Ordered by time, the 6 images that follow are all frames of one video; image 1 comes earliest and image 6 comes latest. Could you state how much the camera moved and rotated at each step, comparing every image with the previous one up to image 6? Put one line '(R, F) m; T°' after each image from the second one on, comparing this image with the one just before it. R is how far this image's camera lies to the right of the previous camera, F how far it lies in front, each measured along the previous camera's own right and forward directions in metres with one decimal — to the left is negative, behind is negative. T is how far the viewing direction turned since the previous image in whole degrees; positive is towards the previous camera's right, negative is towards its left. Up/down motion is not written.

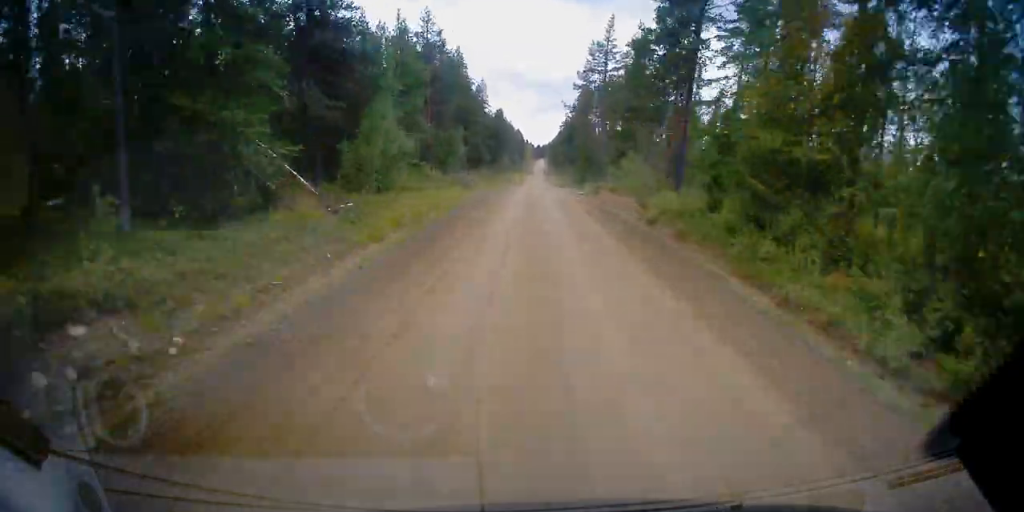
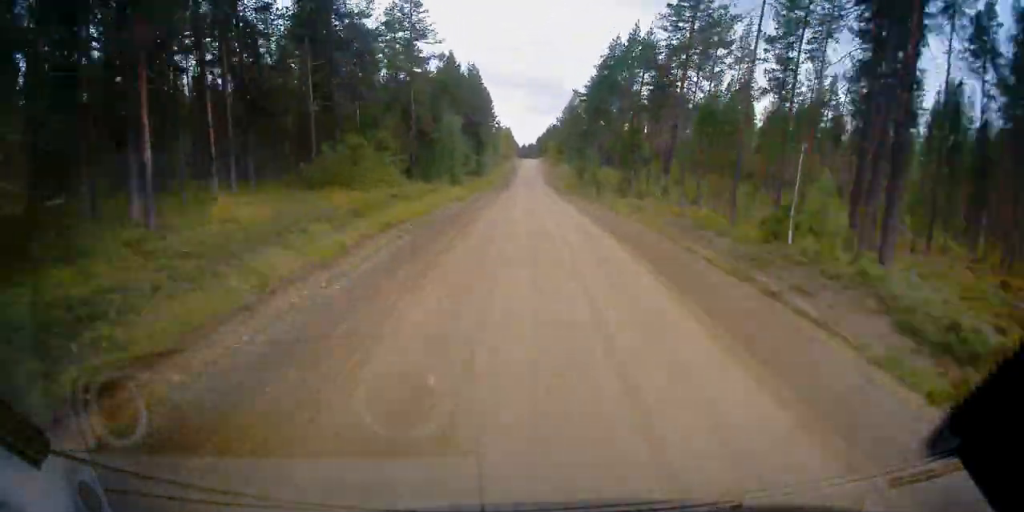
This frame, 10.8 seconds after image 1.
(+1.9, +153.0) m; +1°
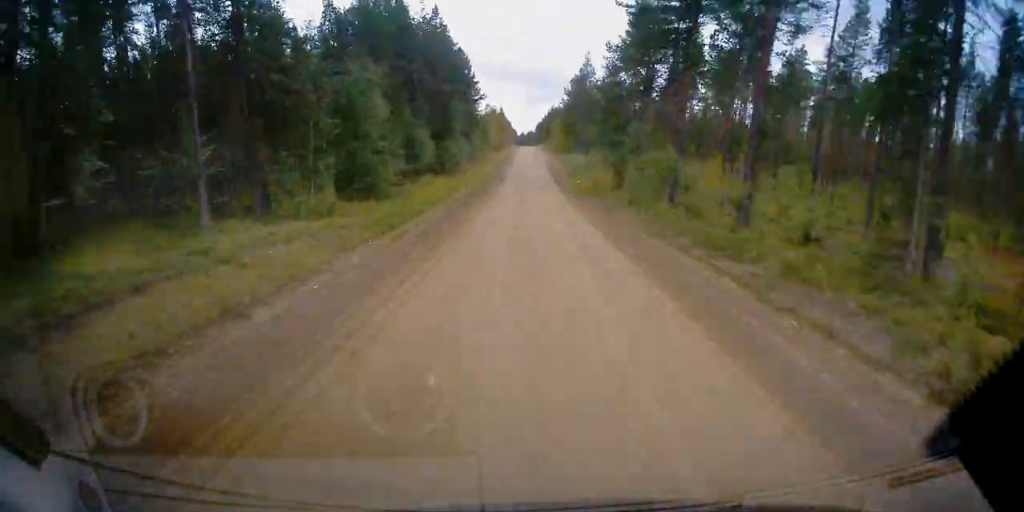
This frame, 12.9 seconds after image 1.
(+0.2, +29.3) m; 0°
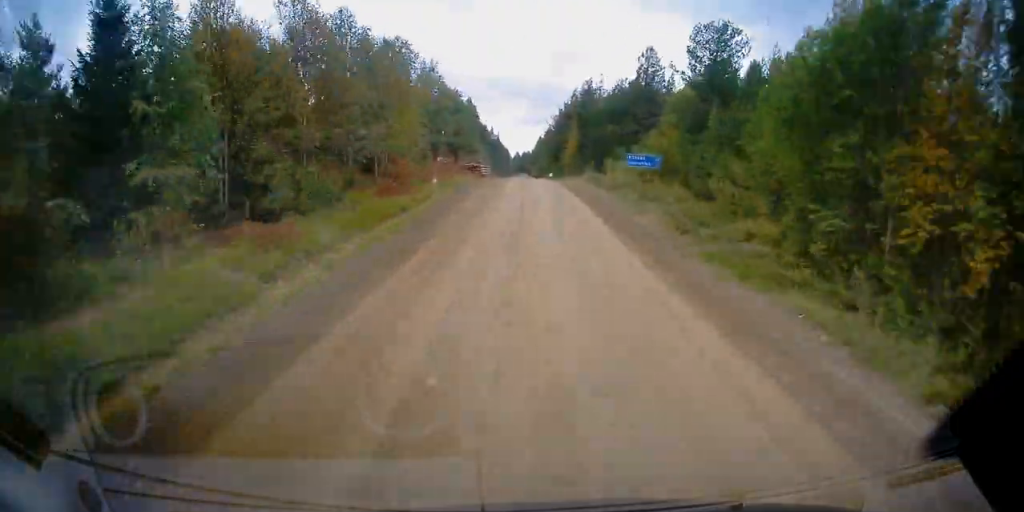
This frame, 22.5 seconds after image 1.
(-1.6, +126.6) m; -1°
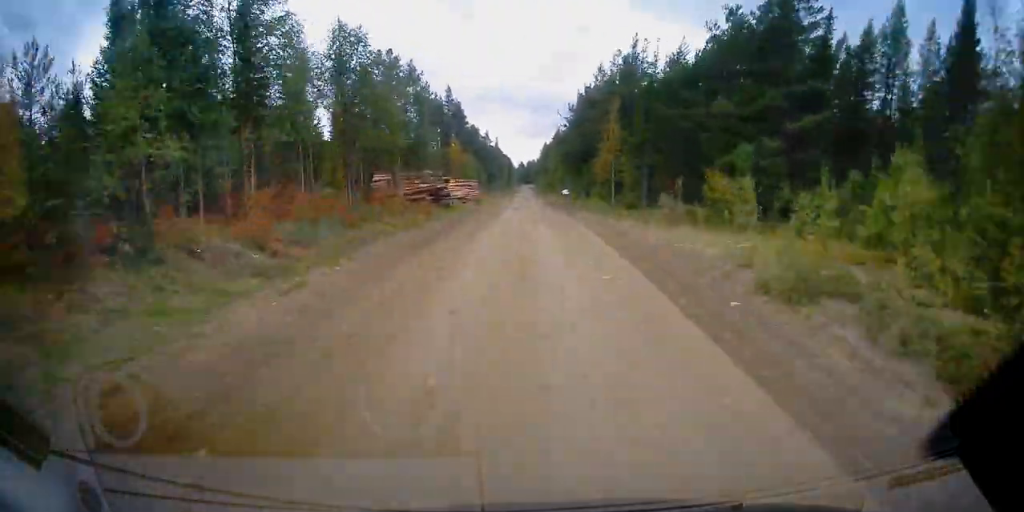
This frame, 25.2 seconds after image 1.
(+0.1, +32.7) m; 0°
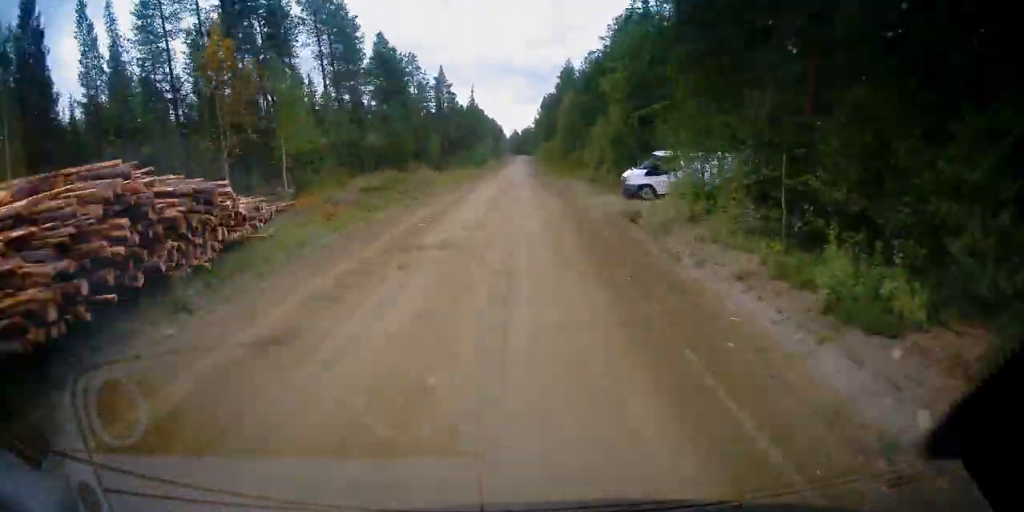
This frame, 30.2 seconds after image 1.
(+0.1, +57.2) m; +1°
